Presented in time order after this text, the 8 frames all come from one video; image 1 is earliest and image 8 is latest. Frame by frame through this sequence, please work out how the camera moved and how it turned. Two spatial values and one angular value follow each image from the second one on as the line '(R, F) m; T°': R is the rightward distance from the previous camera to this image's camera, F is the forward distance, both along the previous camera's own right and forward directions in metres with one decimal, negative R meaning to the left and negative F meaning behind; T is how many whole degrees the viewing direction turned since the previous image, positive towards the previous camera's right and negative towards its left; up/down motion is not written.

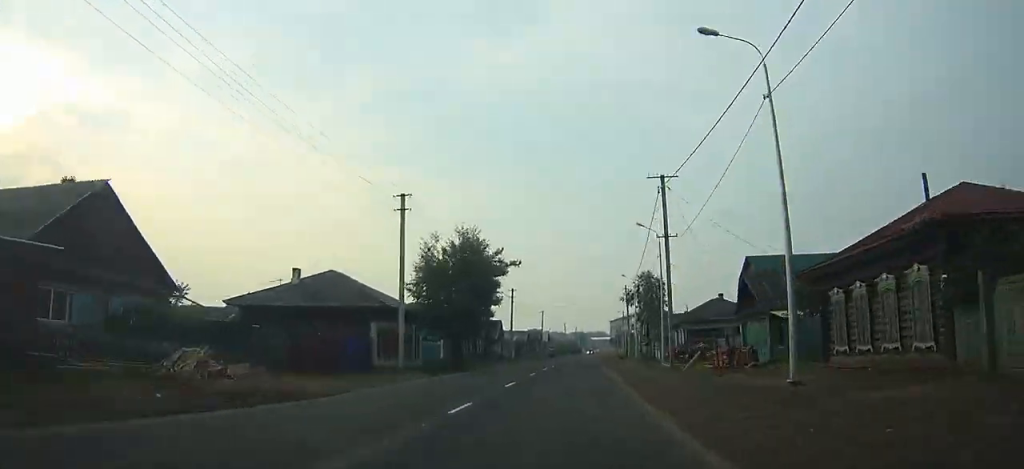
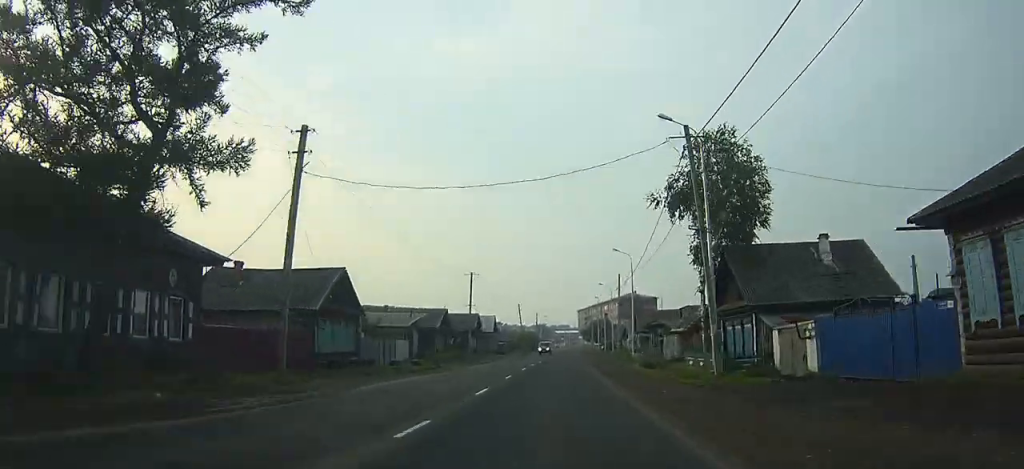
(+1.4, +51.8) m; +3°
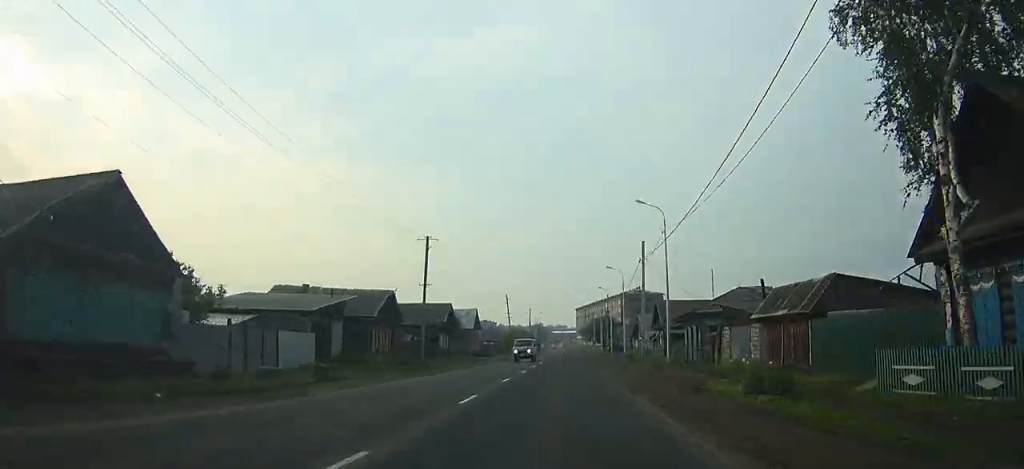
(+0.2, +18.6) m; +1°
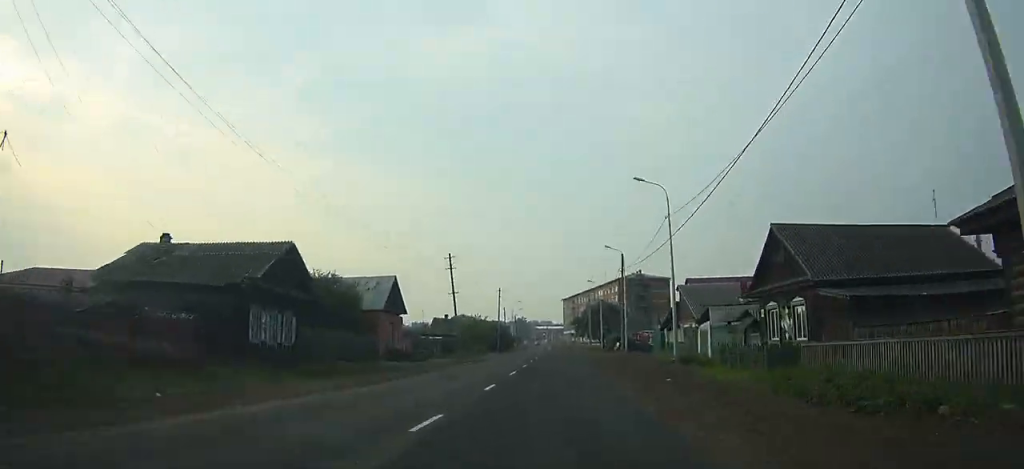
(+0.3, +34.6) m; +1°
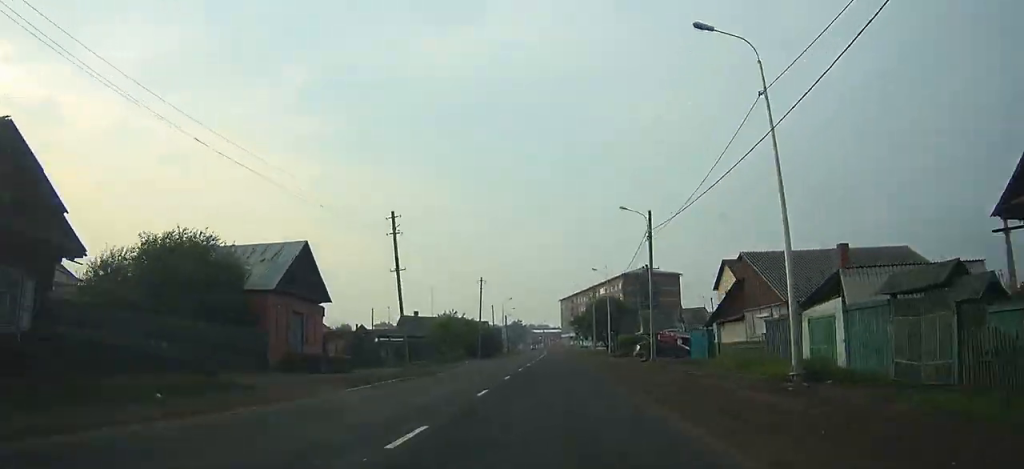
(+0.1, +16.0) m; 0°
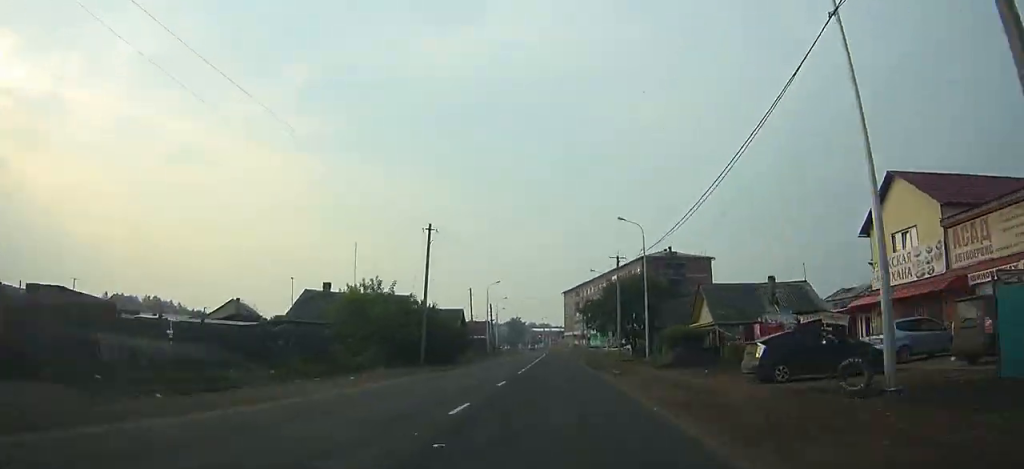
(+0.1, +27.1) m; 0°
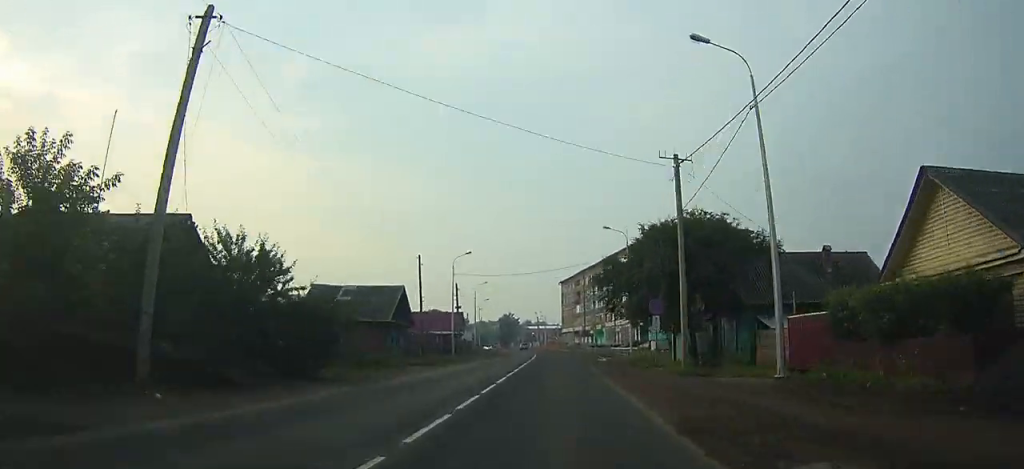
(+0.1, +27.6) m; 0°
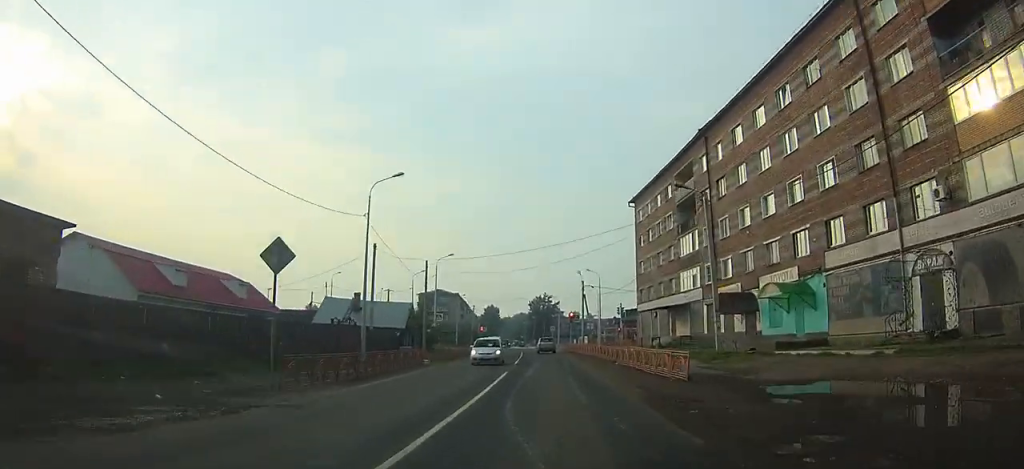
(-2.6, +81.4) m; -5°
